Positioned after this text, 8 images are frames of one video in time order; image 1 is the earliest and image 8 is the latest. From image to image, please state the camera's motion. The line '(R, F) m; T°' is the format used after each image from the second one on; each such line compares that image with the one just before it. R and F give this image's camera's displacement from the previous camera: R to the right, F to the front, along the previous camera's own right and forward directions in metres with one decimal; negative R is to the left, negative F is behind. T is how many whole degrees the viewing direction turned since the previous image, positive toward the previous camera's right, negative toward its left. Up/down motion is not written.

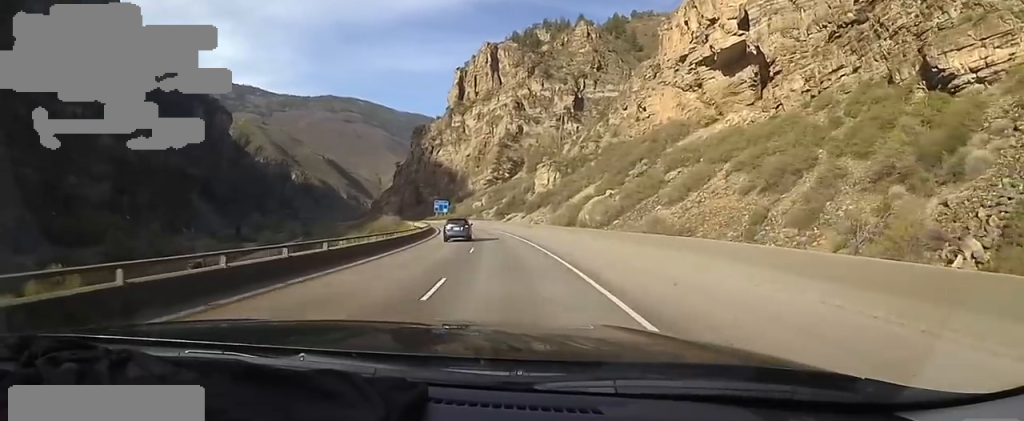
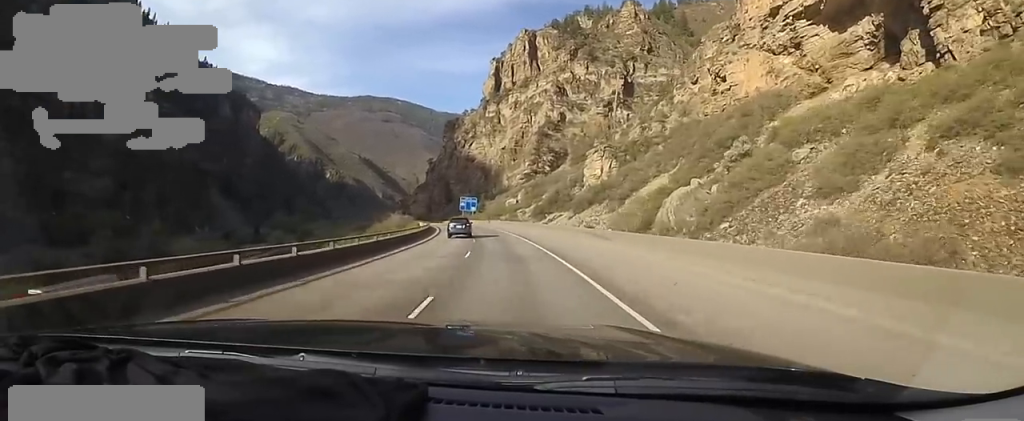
(-0.2, +27.6) m; -4°
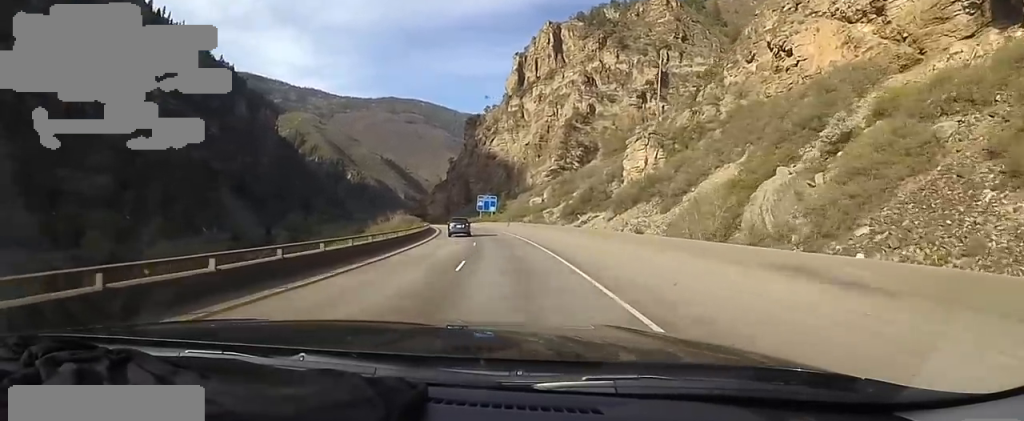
(-0.6, +16.6) m; -3°
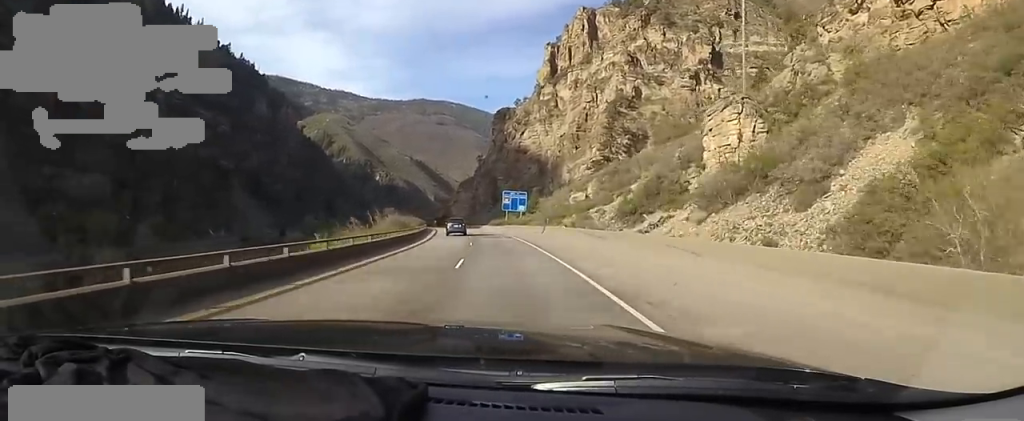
(-1.2, +24.1) m; -5°
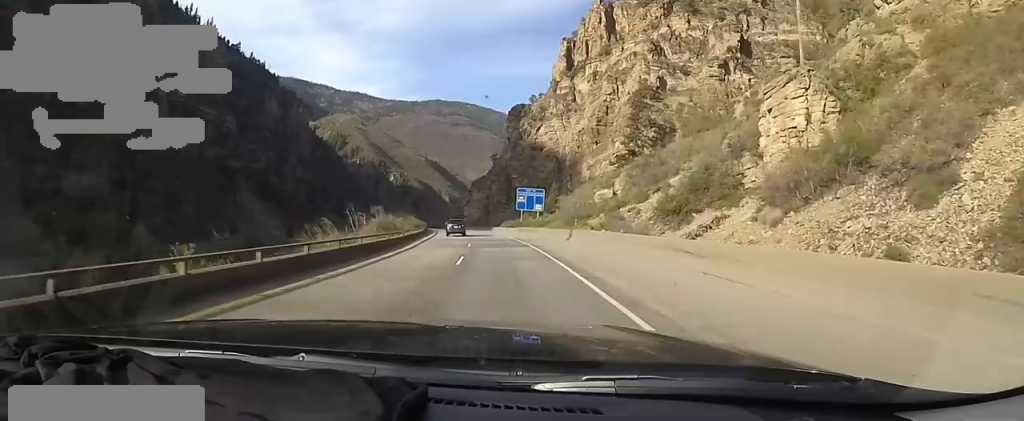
(+0.4, +10.8) m; -3°
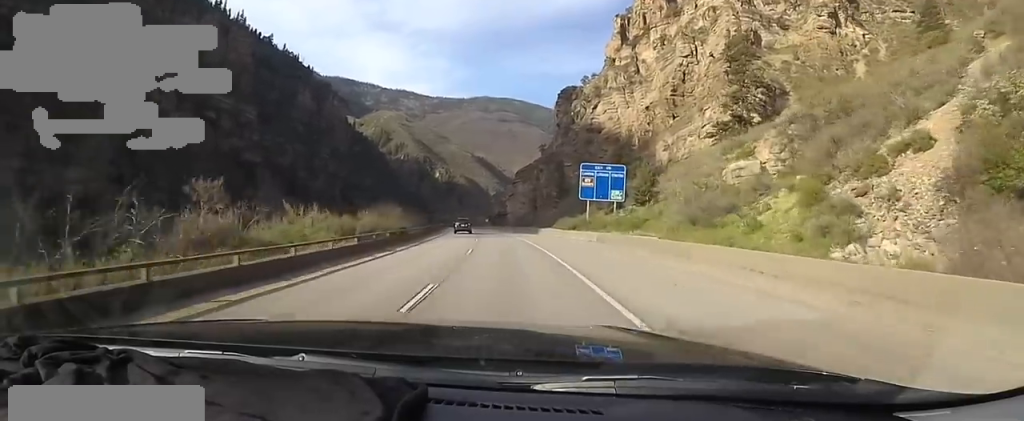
(-3.0, +31.3) m; -6°
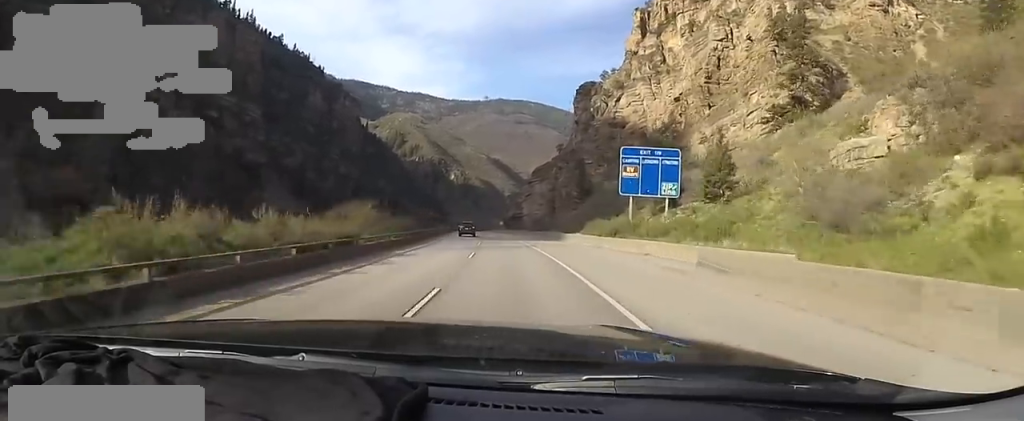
(+0.5, +12.5) m; -1°
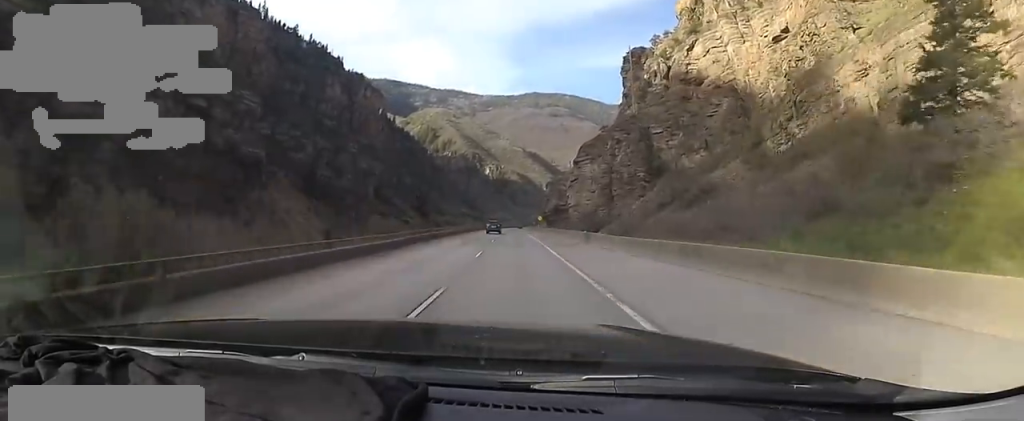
(-1.8, +36.5) m; -7°
